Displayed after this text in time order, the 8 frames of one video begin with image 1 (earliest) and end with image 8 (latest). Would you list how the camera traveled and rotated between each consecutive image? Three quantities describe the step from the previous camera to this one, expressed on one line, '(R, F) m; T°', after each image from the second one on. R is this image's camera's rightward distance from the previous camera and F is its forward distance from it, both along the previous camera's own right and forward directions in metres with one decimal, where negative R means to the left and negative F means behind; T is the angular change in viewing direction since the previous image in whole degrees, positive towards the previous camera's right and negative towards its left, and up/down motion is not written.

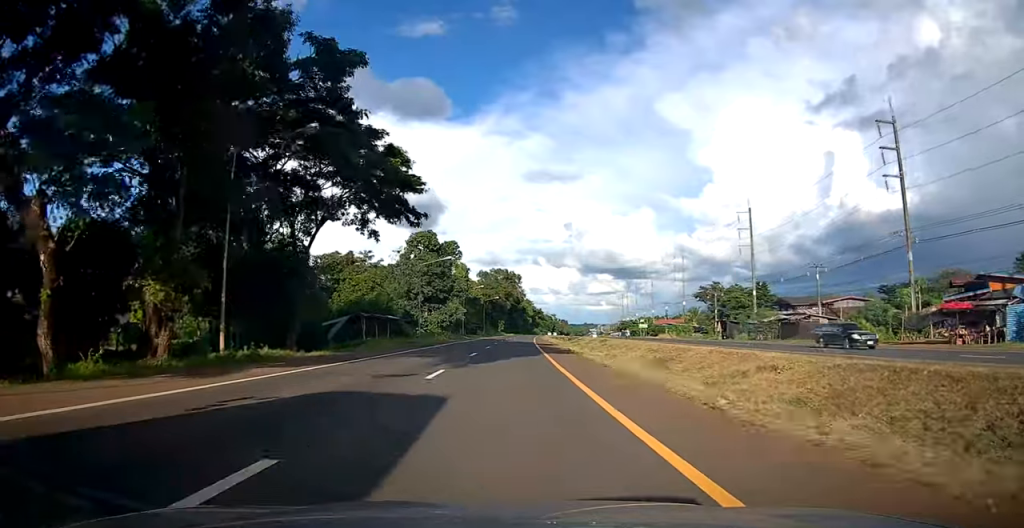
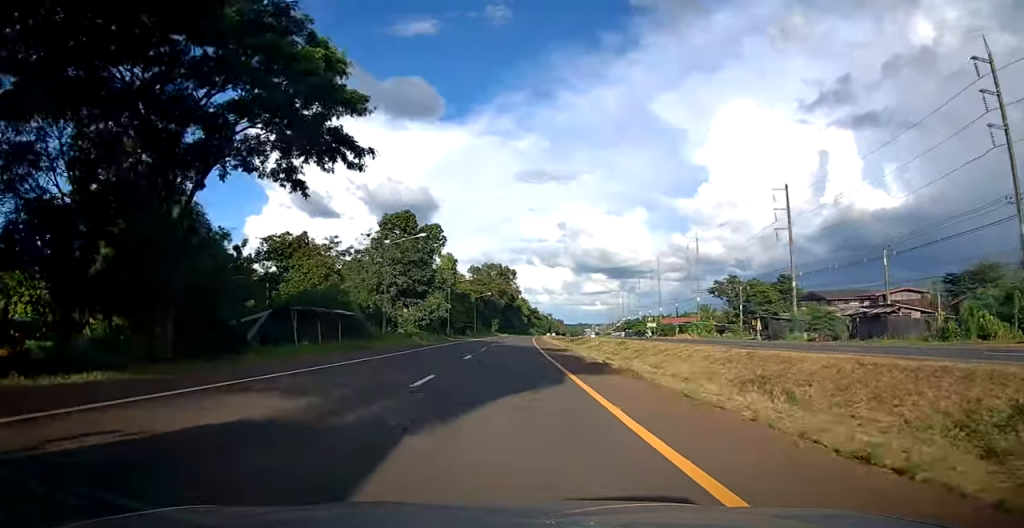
(+0.3, +14.1) m; 0°
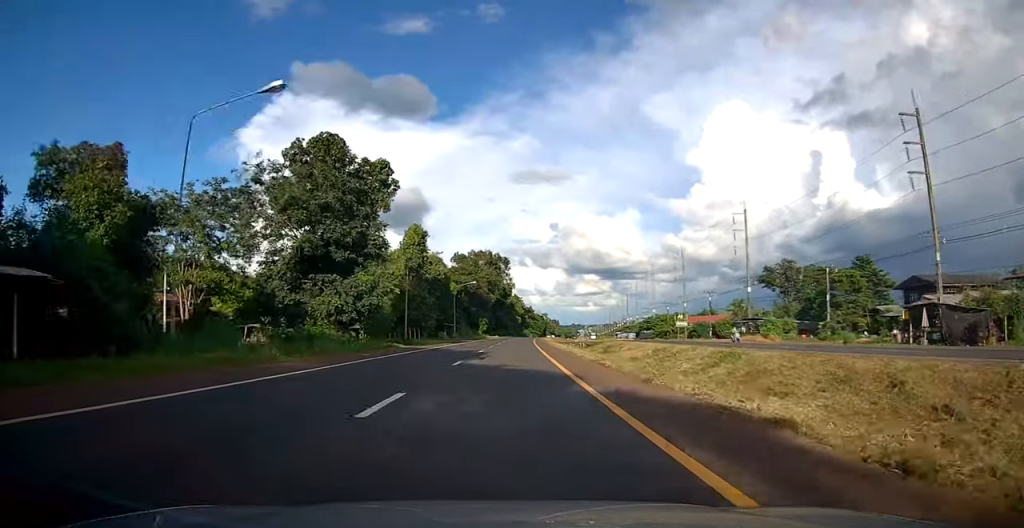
(-0.2, +28.2) m; 0°
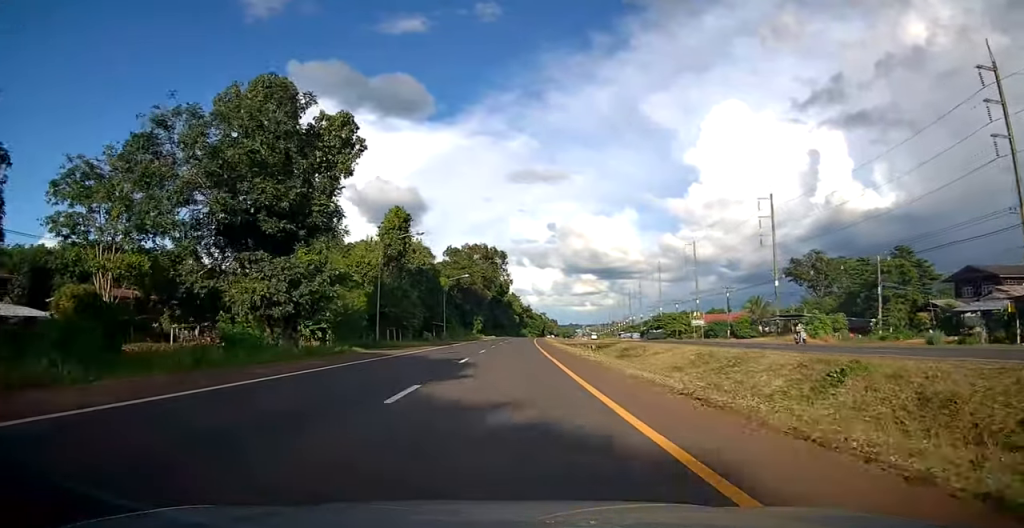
(+0.1, +10.4) m; 0°
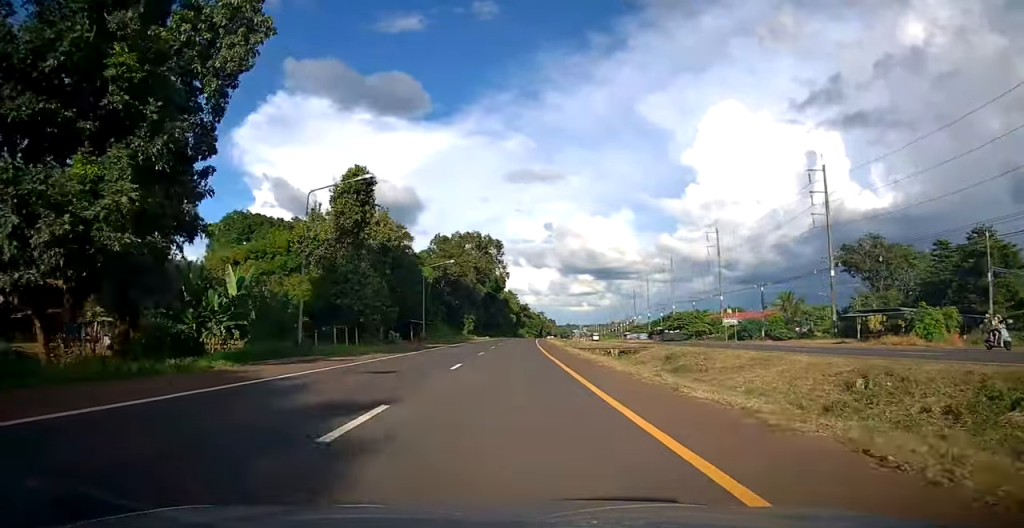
(+0.2, +15.4) m; 0°
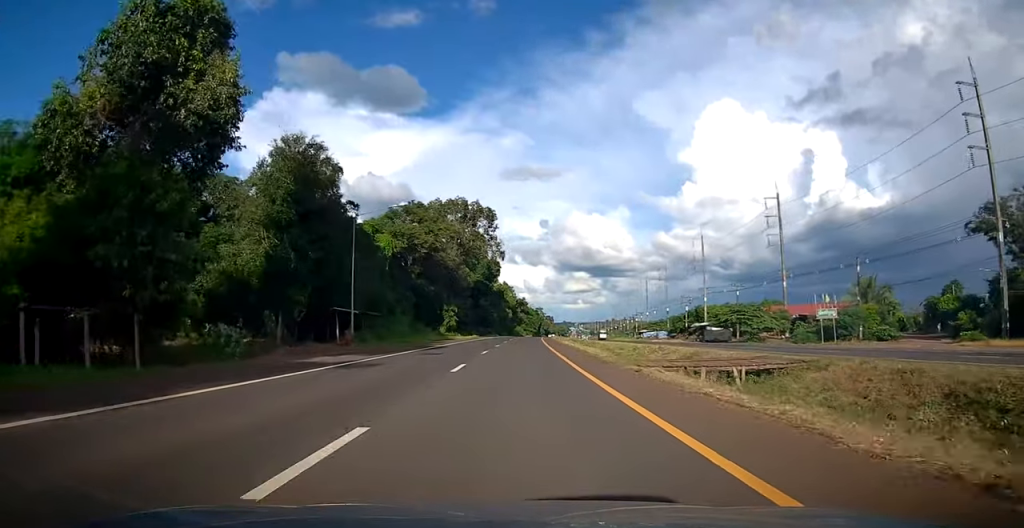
(-0.1, +26.1) m; 0°
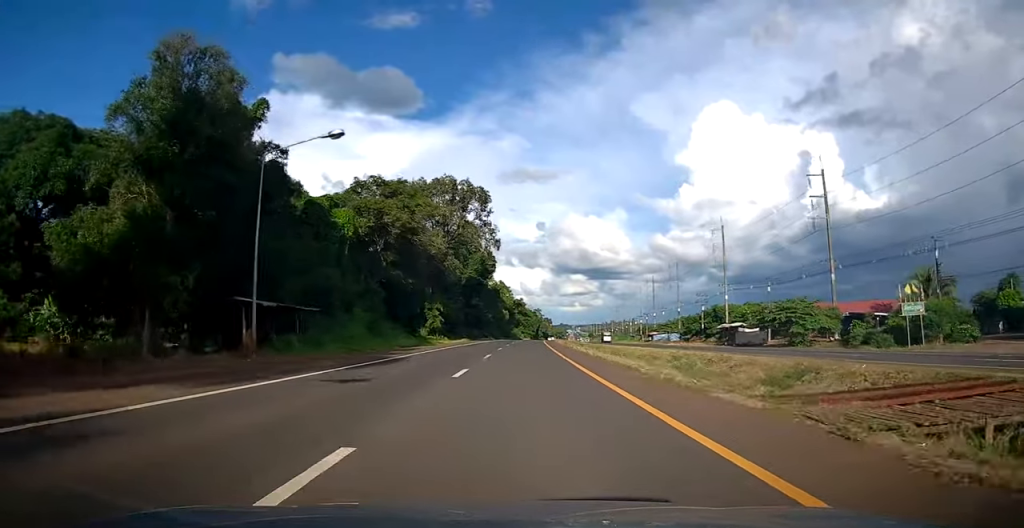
(+0.2, +13.3) m; 0°
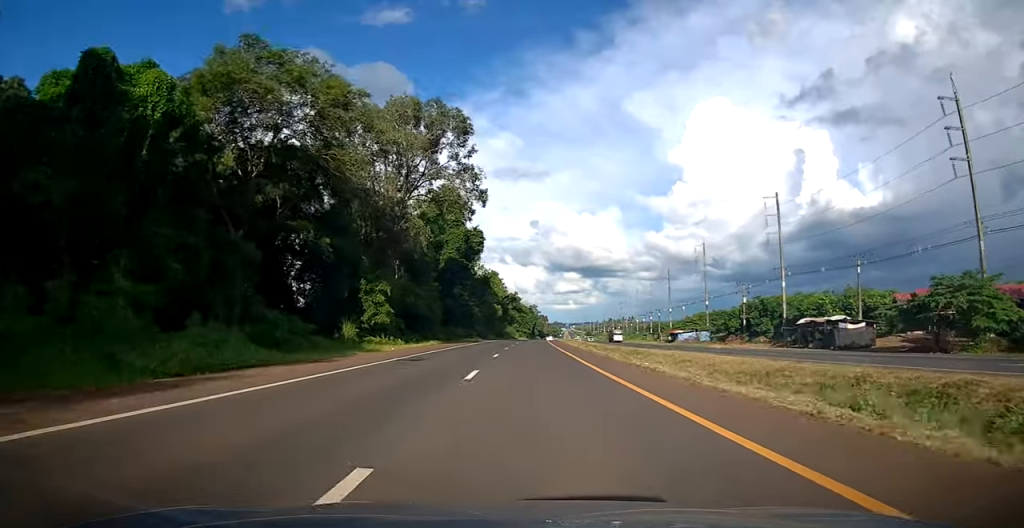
(0.0, +24.8) m; +1°
